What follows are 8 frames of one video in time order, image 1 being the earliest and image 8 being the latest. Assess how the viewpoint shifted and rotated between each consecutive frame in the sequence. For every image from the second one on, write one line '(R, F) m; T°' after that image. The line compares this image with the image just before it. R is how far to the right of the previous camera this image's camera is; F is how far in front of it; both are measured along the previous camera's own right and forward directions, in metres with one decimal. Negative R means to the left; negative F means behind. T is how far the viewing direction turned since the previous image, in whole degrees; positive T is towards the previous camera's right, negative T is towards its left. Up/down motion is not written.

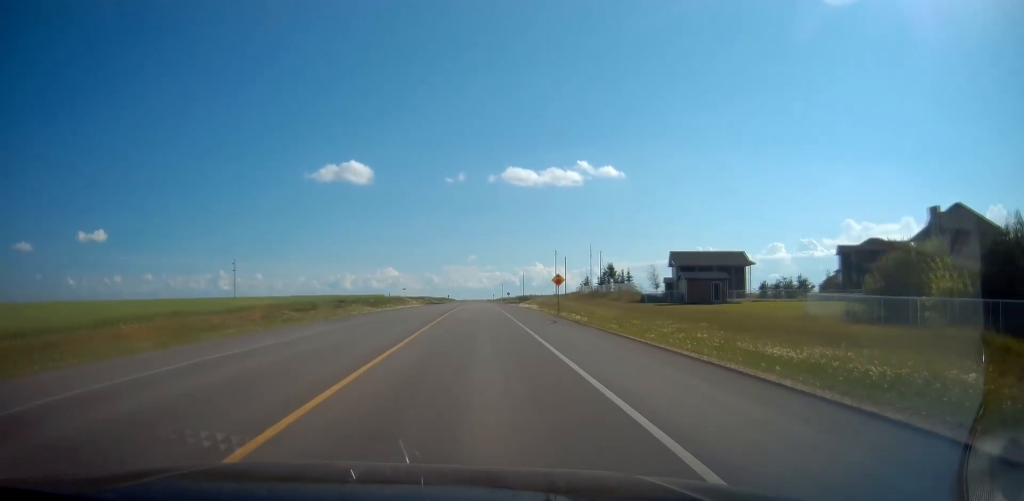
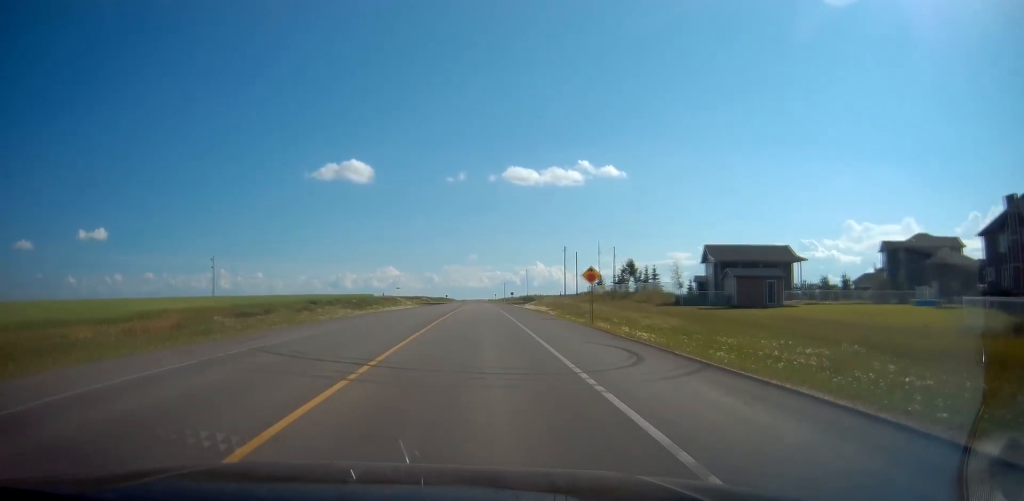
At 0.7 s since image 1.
(0.0, +13.0) m; 0°
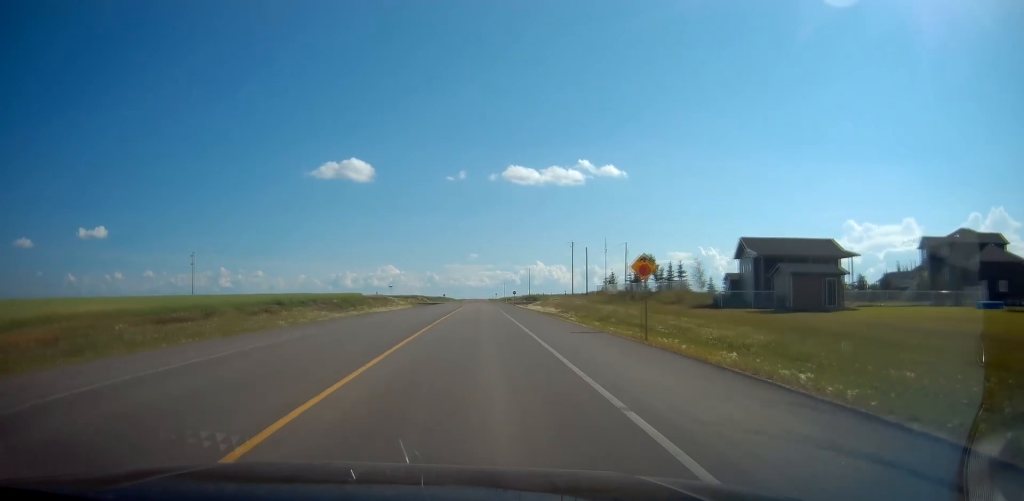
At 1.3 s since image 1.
(0.0, +10.2) m; 0°
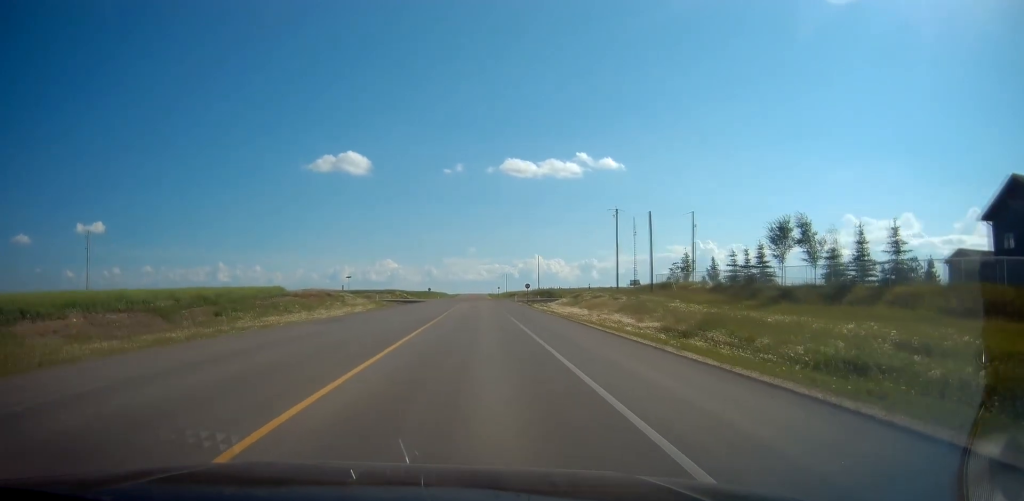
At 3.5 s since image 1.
(0.0, +37.8) m; 0°
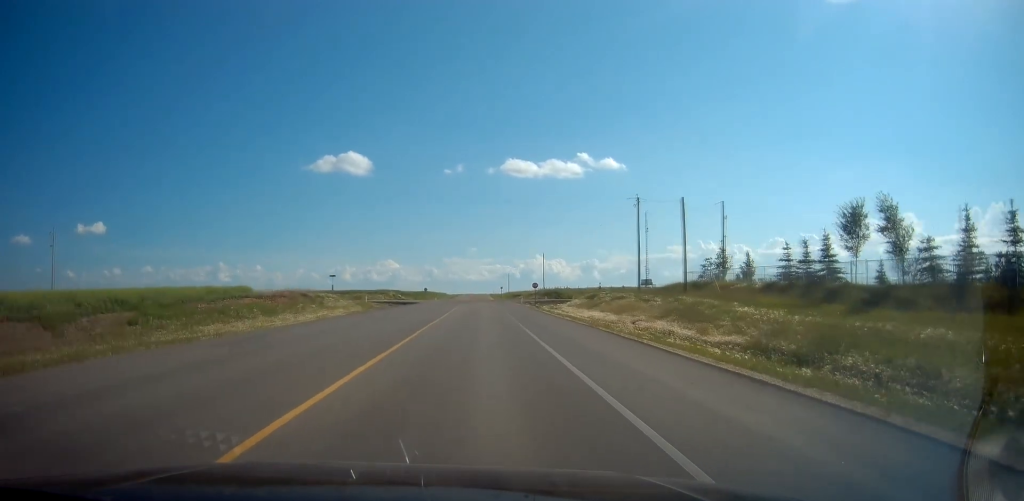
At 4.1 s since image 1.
(0.0, +9.6) m; 0°
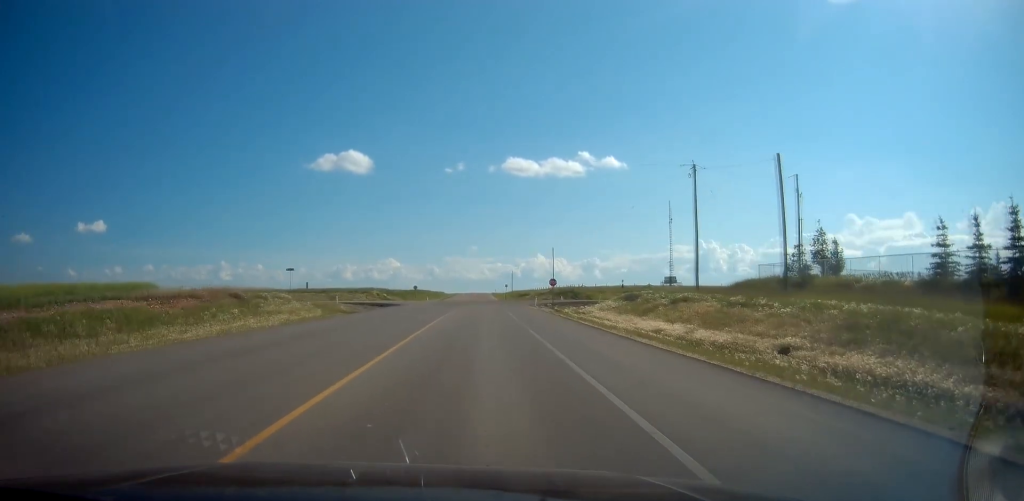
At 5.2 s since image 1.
(0.0, +17.1) m; +1°
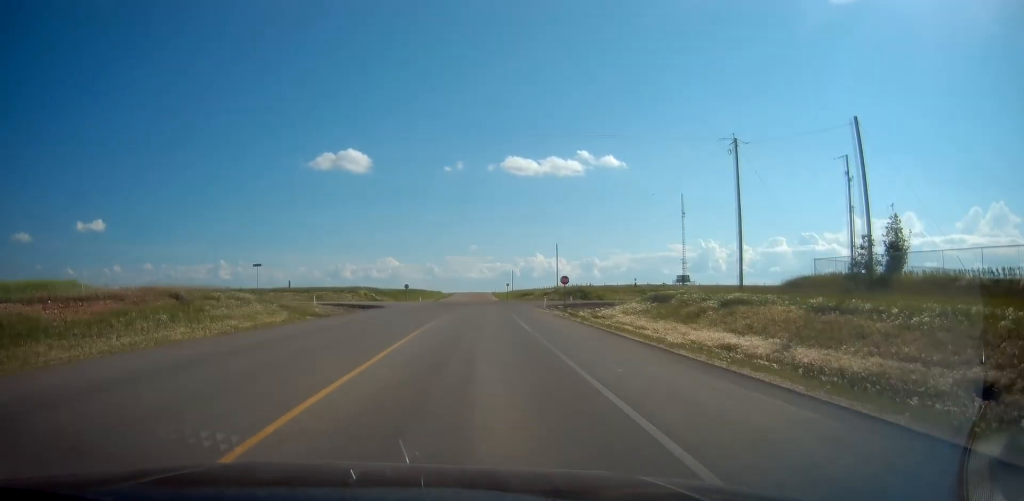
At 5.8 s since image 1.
(-0.1, +8.6) m; +1°
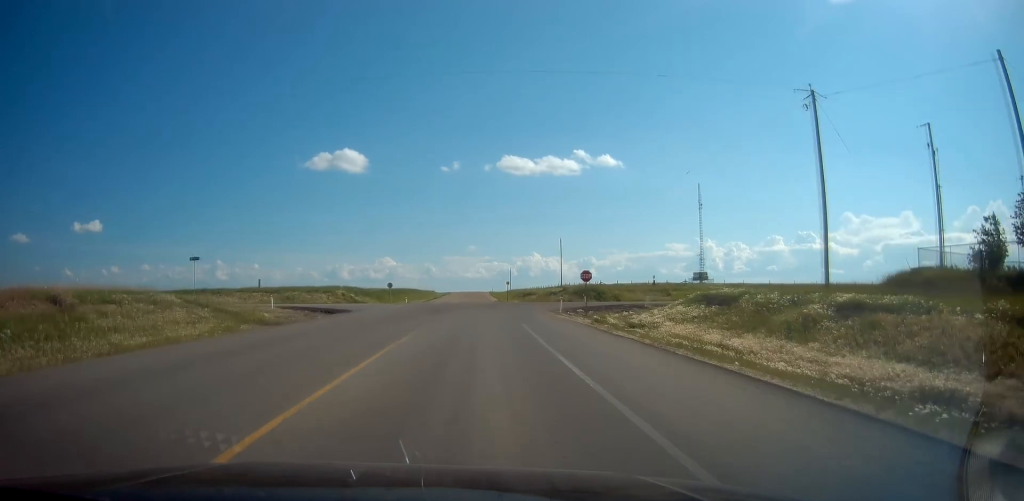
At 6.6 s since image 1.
(+0.4, +11.0) m; 0°
